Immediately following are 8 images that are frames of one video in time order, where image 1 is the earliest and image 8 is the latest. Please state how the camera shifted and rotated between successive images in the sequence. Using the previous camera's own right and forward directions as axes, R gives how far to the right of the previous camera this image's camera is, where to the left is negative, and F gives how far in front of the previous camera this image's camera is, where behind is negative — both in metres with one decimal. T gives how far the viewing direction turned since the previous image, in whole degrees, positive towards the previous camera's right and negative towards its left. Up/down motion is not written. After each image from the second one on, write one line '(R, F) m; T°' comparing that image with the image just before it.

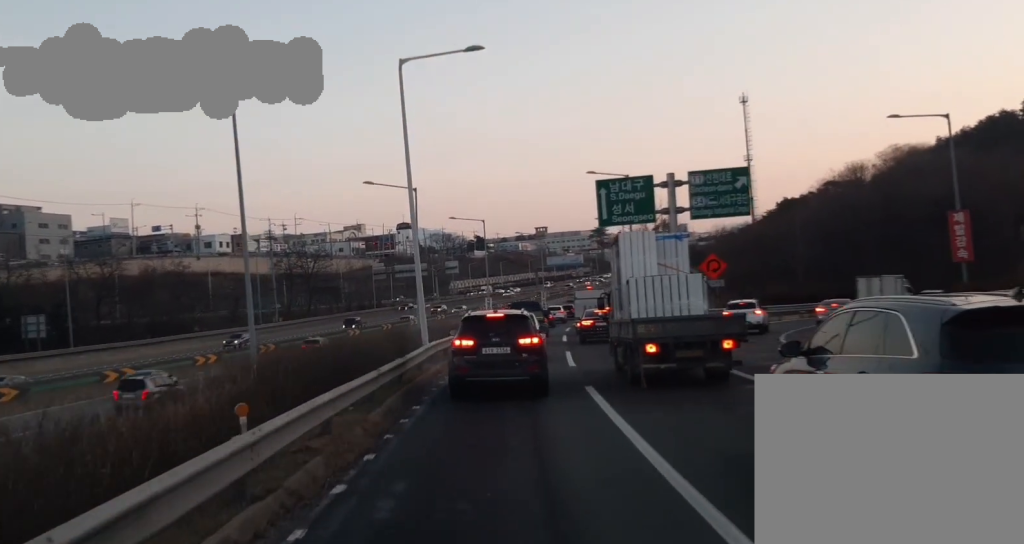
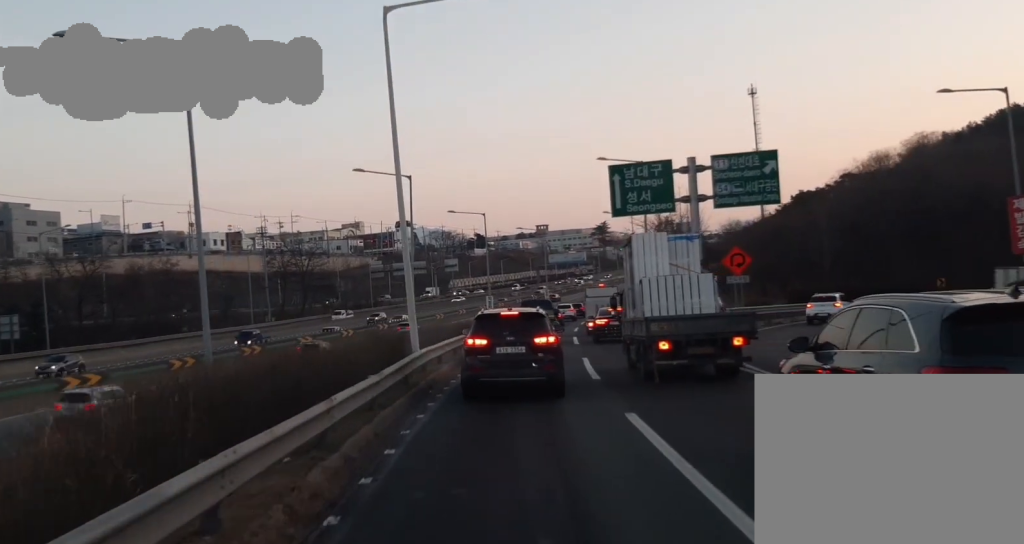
(-0.2, +4.7) m; 0°
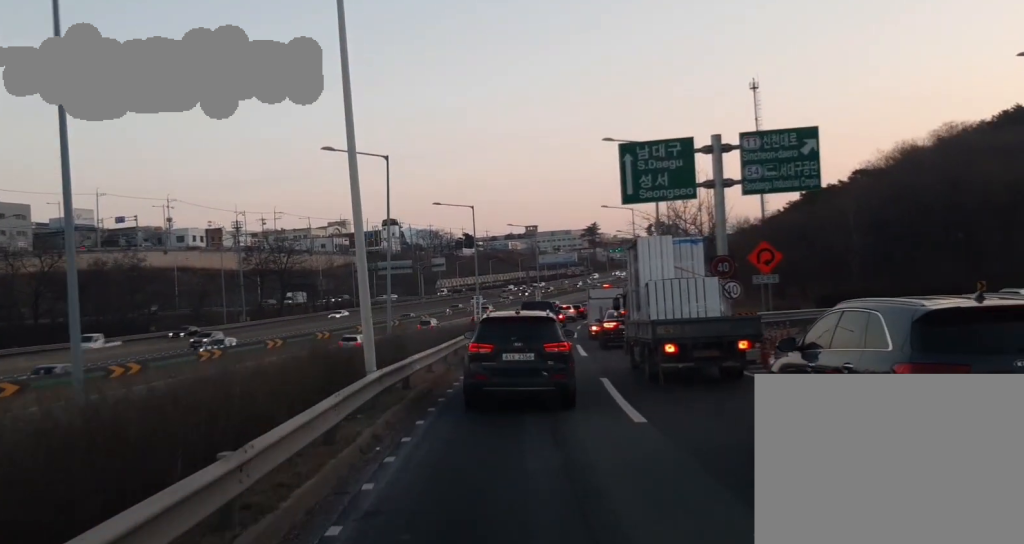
(+0.4, +7.1) m; +3°
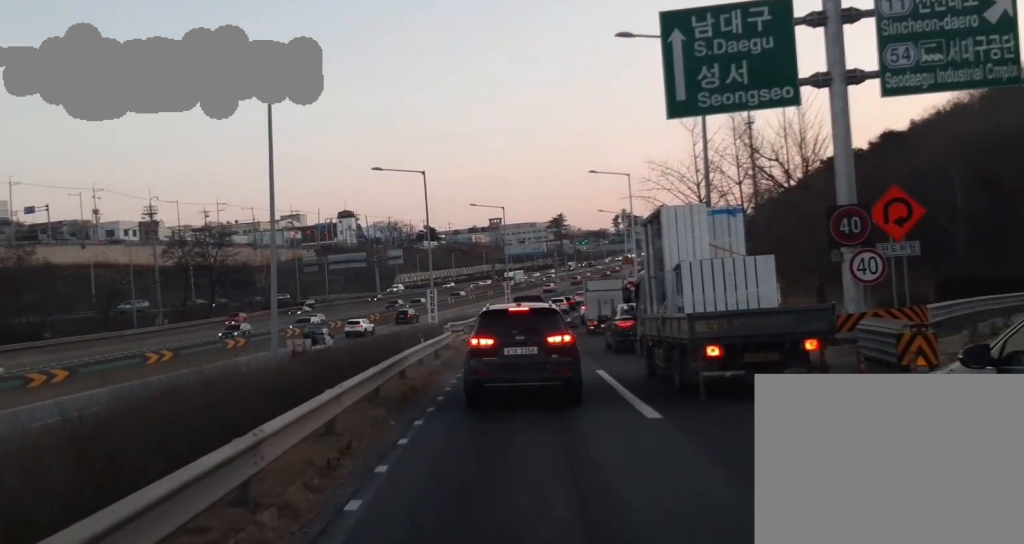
(-0.2, +19.4) m; +1°
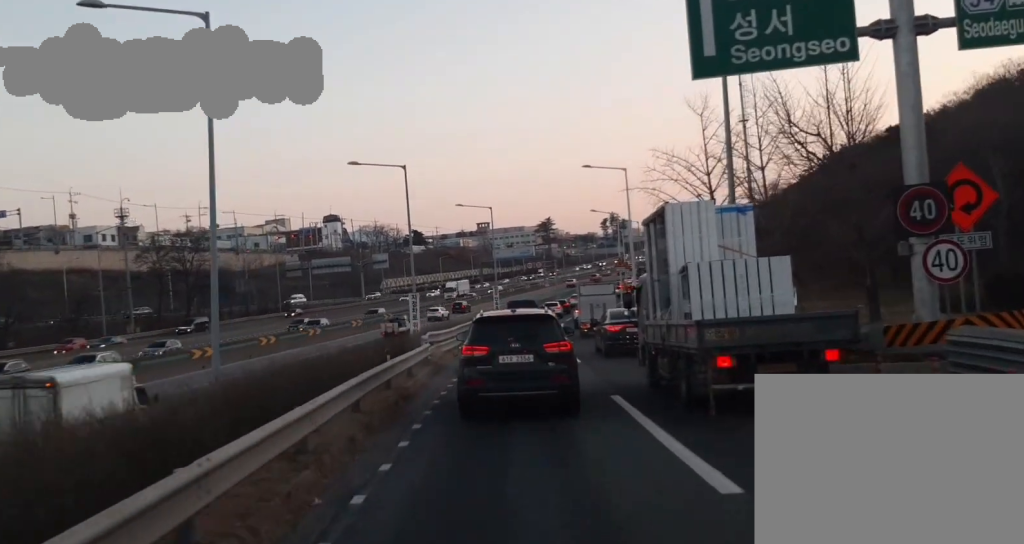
(0.0, +4.6) m; +3°
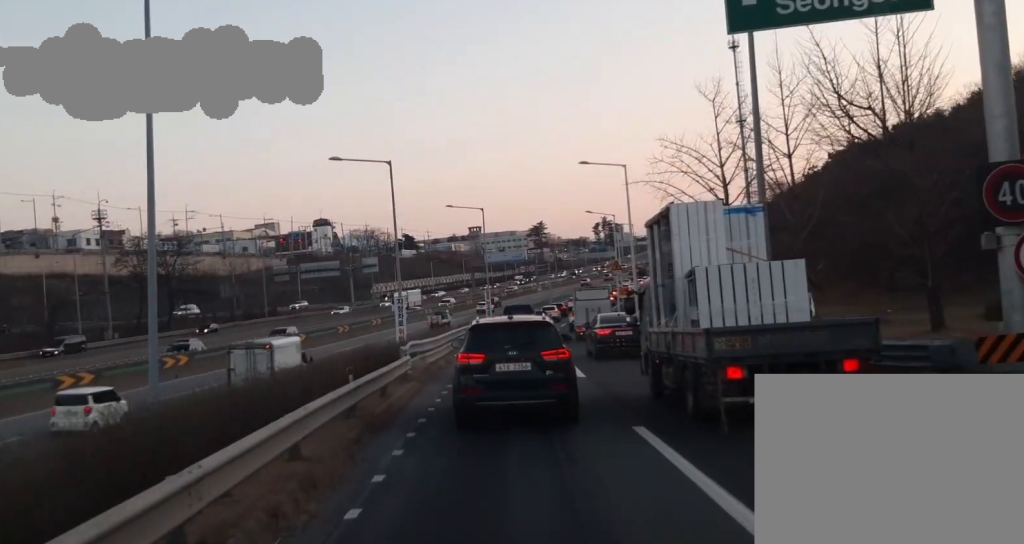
(+0.3, +3.7) m; +3°
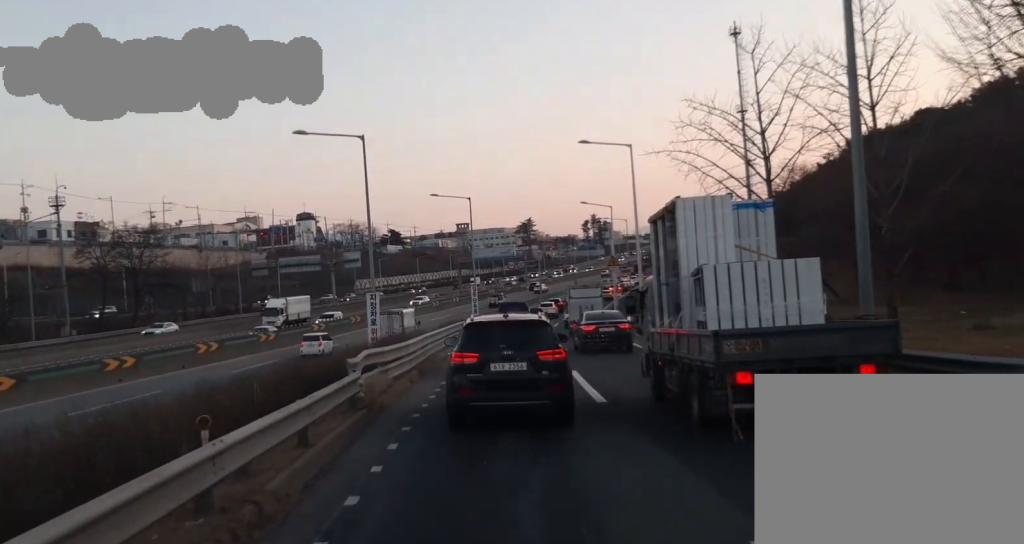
(+0.1, +6.2) m; +1°
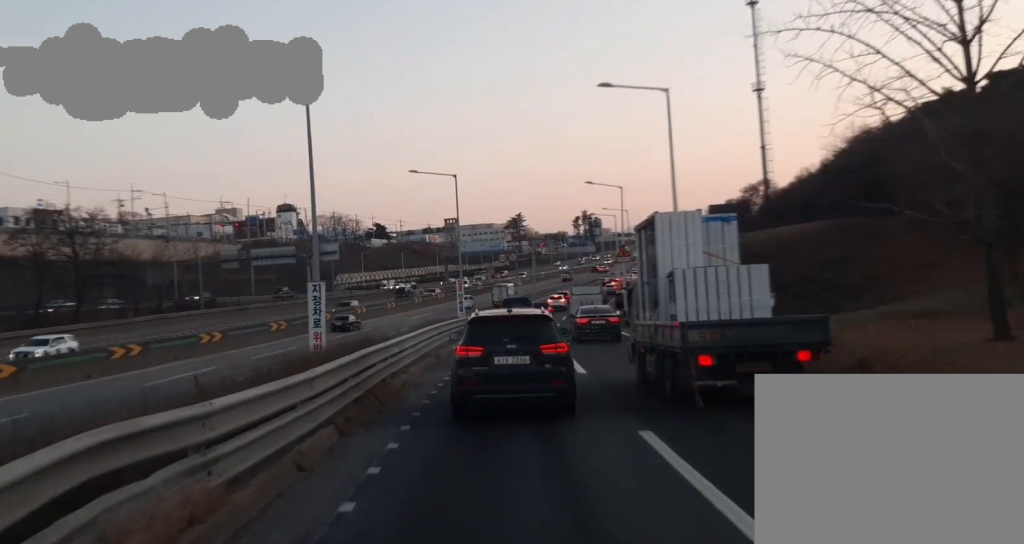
(0.0, +11.6) m; 0°
